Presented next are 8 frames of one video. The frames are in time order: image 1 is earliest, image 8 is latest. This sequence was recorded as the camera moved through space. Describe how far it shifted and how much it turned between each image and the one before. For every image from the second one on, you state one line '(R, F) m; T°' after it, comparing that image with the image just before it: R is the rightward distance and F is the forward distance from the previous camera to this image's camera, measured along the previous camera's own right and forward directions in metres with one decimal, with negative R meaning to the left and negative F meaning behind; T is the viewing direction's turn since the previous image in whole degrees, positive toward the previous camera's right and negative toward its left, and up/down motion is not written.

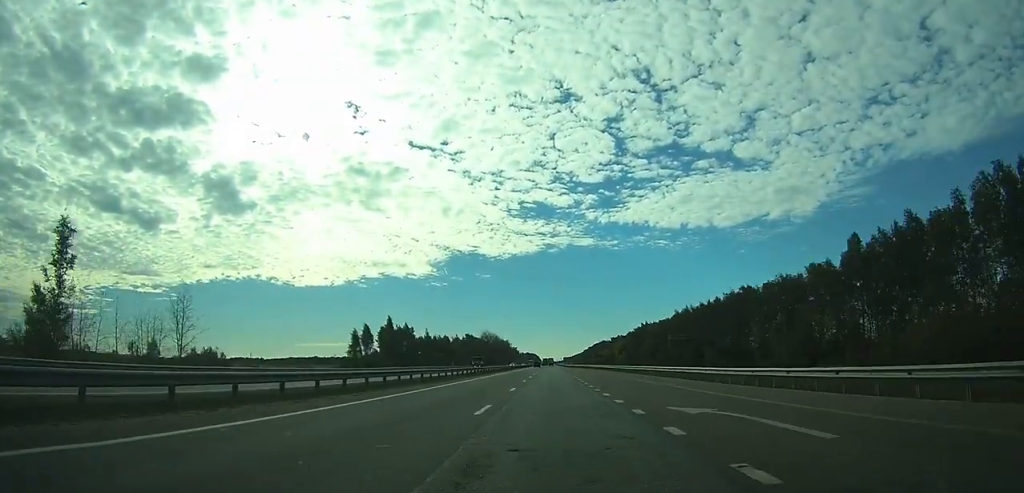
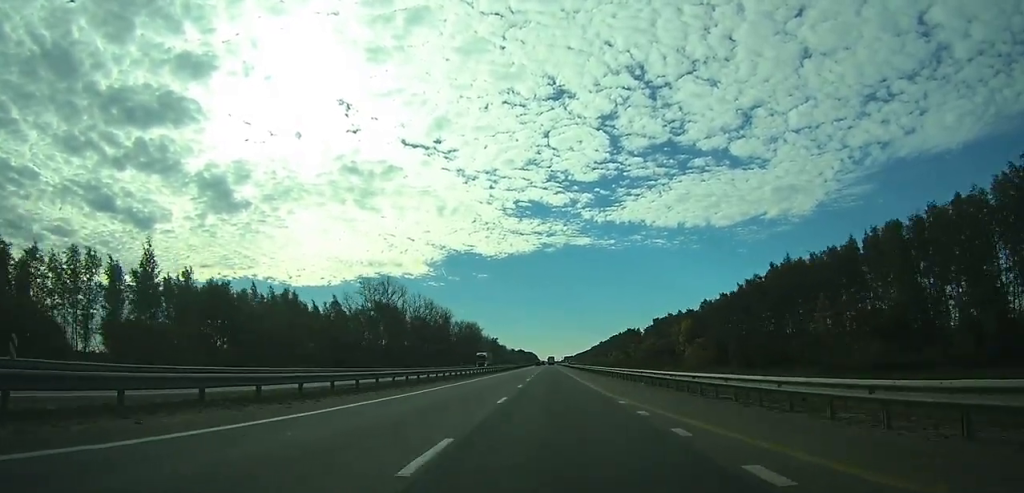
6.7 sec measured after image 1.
(-0.6, +187.6) m; 0°
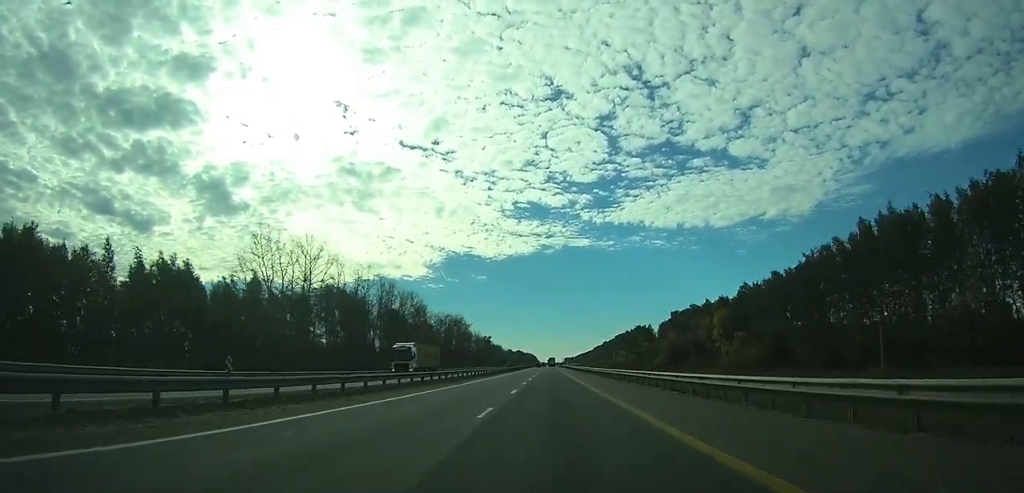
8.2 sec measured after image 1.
(0.0, +40.7) m; 0°
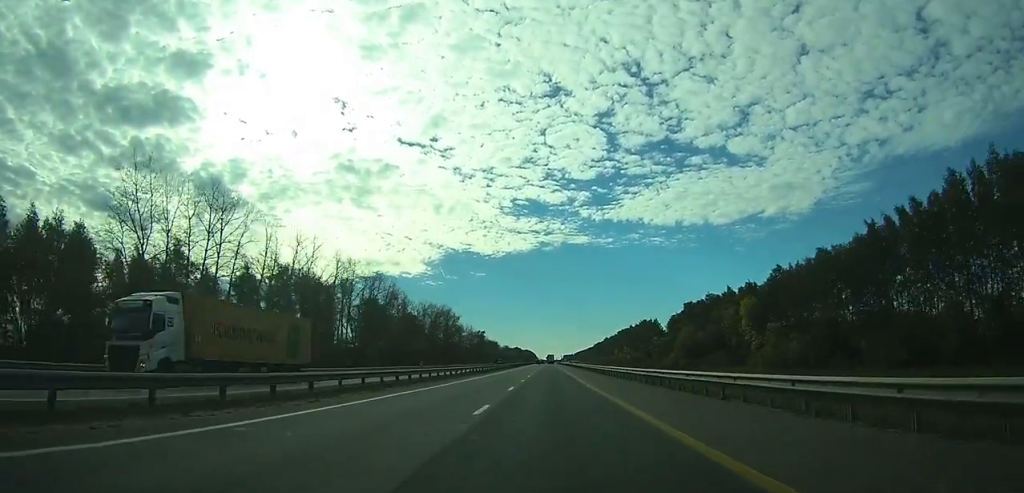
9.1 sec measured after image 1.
(+0.1, +24.0) m; 0°
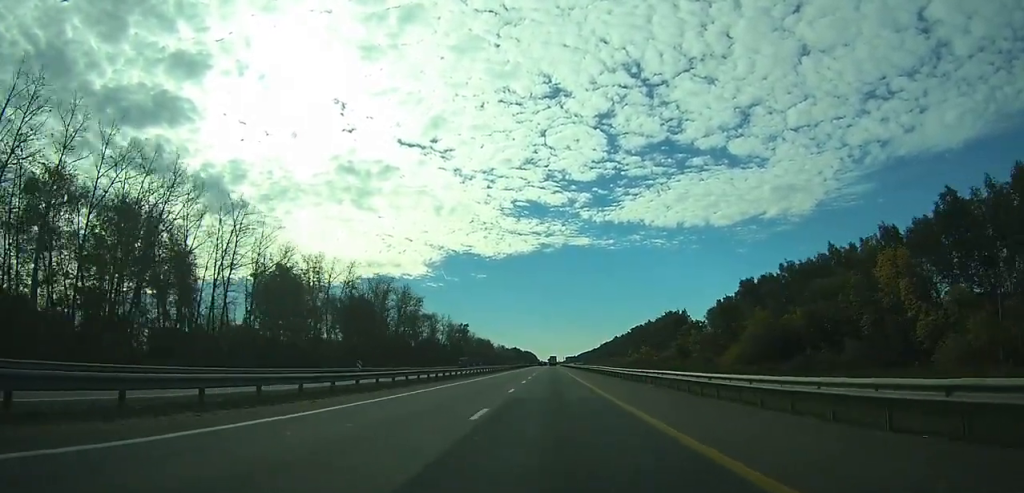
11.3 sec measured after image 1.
(0.0, +60.9) m; 0°
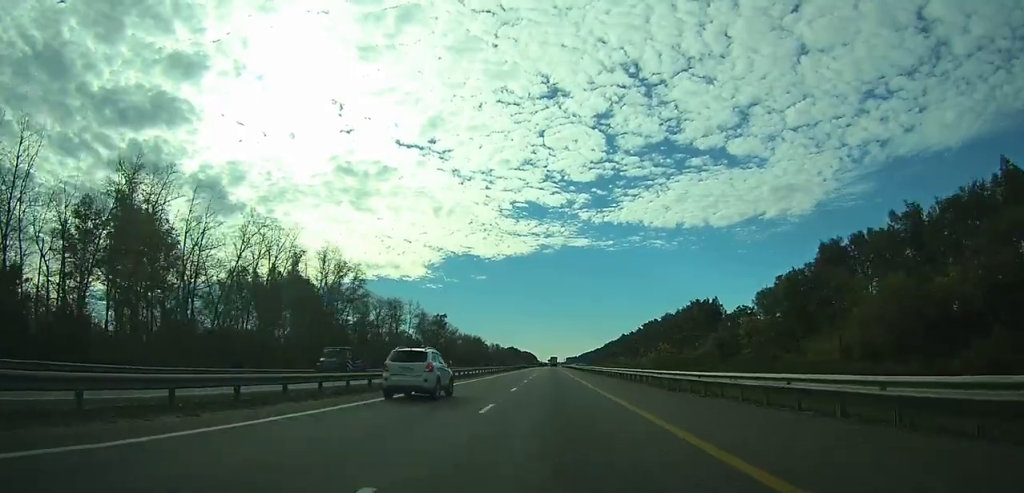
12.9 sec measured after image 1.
(-0.1, +46.0) m; 0°
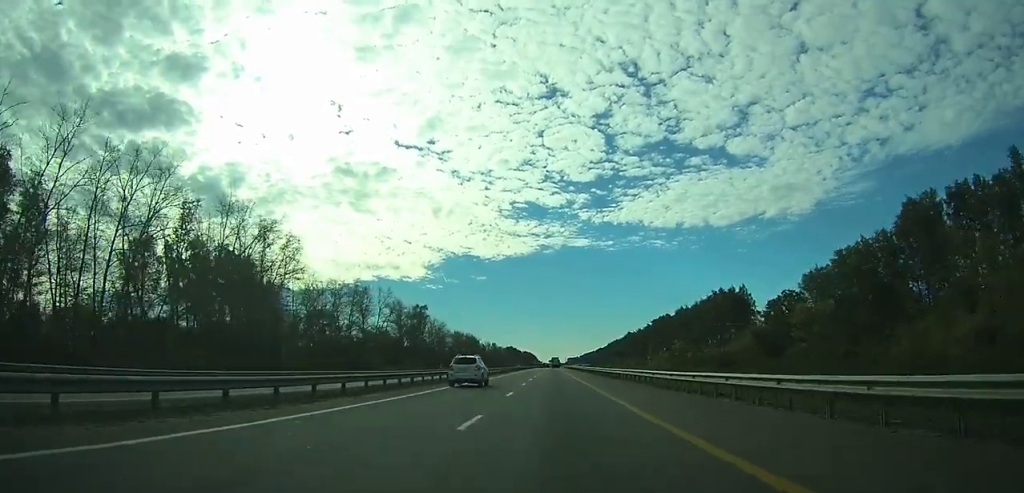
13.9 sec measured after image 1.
(0.0, +27.6) m; 0°
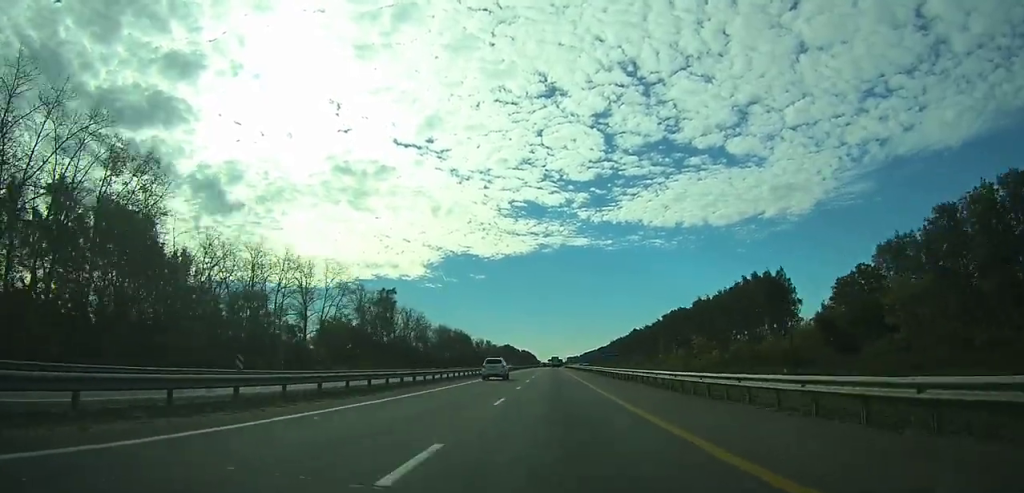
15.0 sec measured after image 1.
(0.0, +29.3) m; 0°
